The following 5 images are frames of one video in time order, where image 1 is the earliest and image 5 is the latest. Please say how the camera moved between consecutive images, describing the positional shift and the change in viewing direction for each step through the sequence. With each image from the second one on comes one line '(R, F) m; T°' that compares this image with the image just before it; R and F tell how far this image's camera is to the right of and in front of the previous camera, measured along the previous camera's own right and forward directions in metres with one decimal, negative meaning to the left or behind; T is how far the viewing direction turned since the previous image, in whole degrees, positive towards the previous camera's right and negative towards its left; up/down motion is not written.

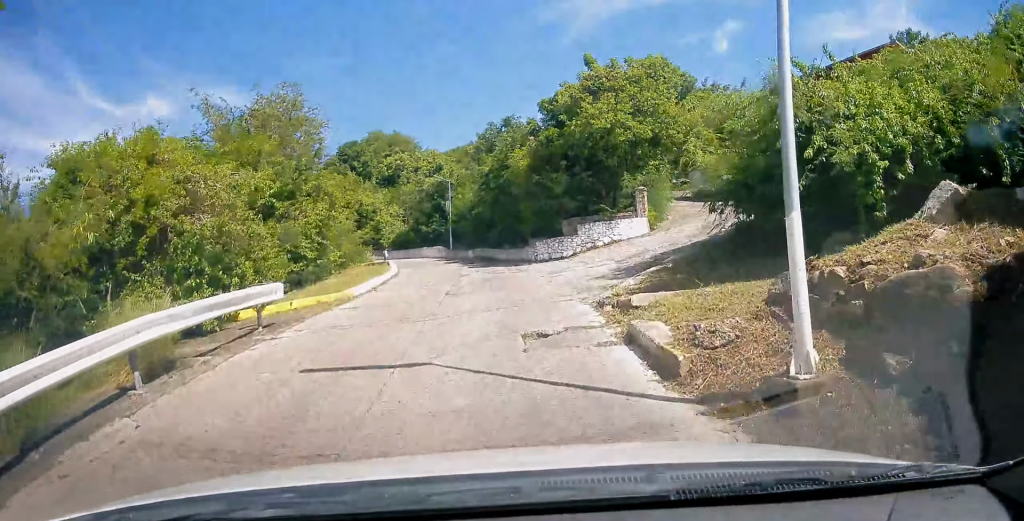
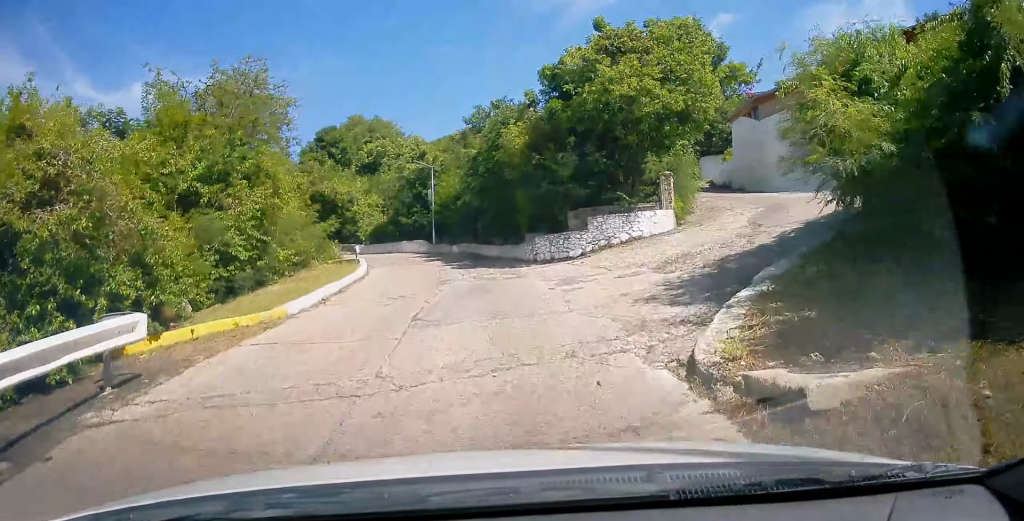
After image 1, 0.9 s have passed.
(-0.4, +4.4) m; -4°
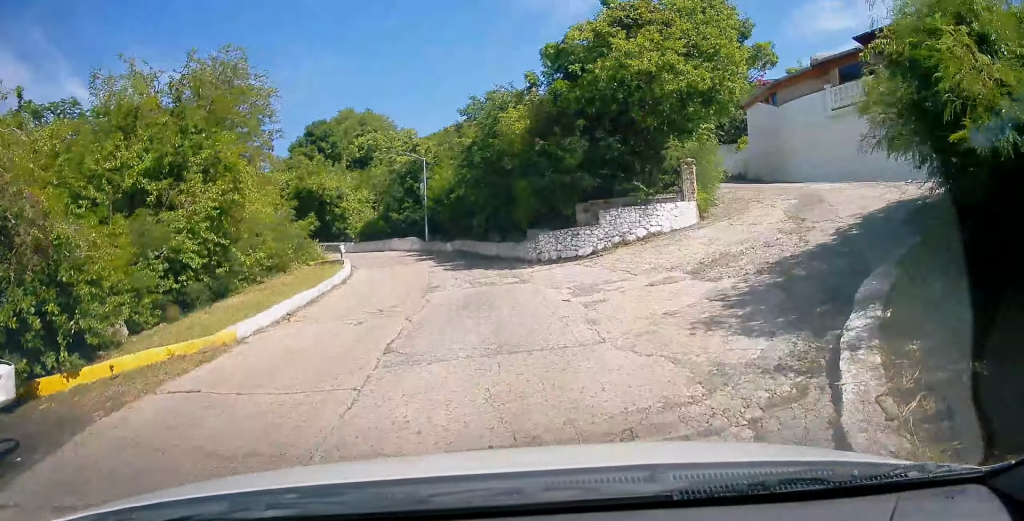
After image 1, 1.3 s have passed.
(0.0, +2.2) m; +2°
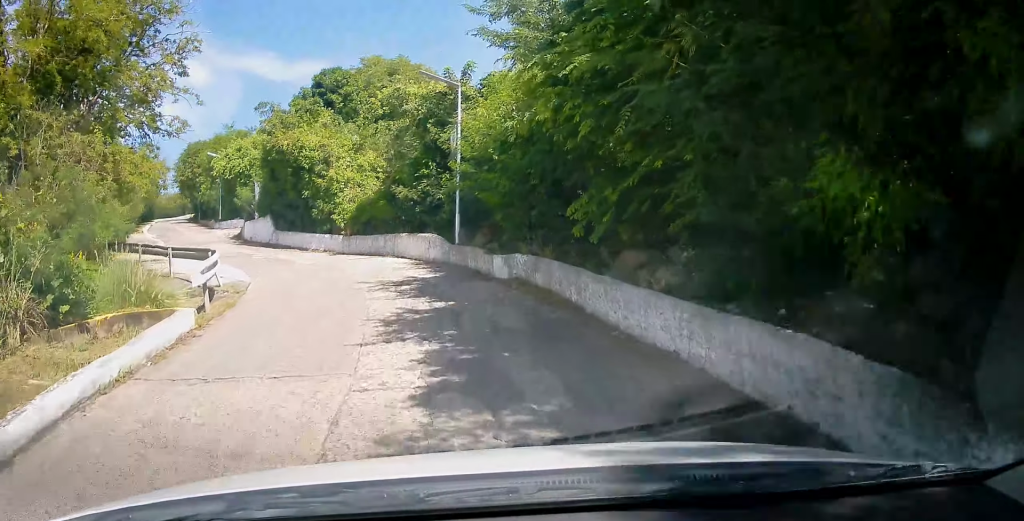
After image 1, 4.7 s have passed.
(-0.1, +16.6) m; -9°
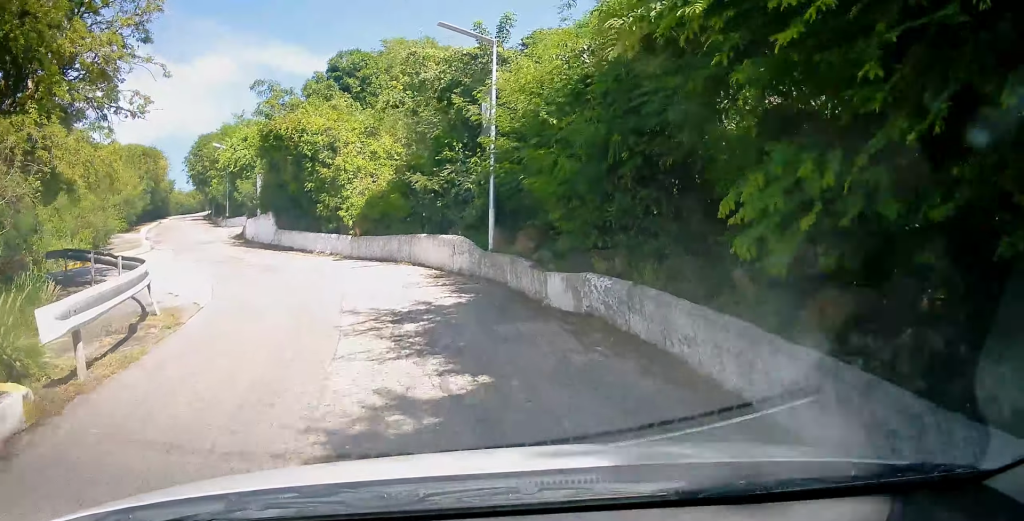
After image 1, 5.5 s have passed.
(-0.2, +4.2) m; -2°
